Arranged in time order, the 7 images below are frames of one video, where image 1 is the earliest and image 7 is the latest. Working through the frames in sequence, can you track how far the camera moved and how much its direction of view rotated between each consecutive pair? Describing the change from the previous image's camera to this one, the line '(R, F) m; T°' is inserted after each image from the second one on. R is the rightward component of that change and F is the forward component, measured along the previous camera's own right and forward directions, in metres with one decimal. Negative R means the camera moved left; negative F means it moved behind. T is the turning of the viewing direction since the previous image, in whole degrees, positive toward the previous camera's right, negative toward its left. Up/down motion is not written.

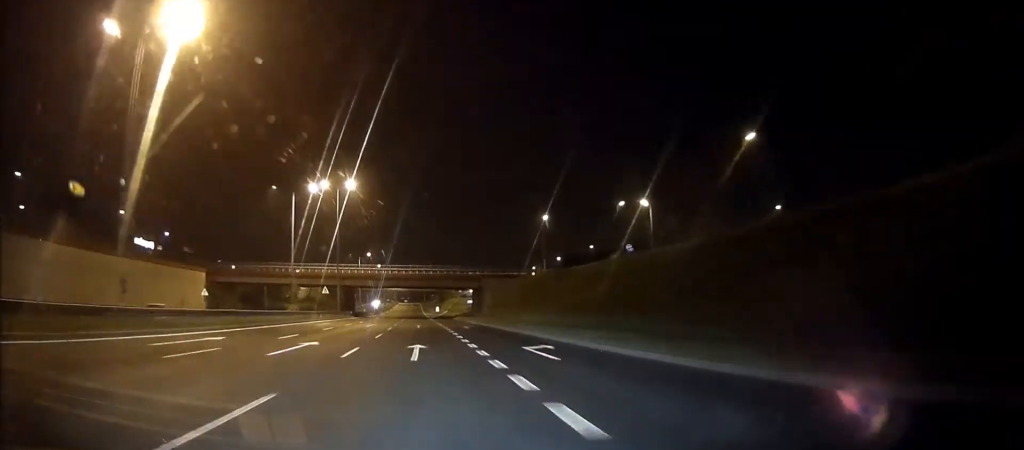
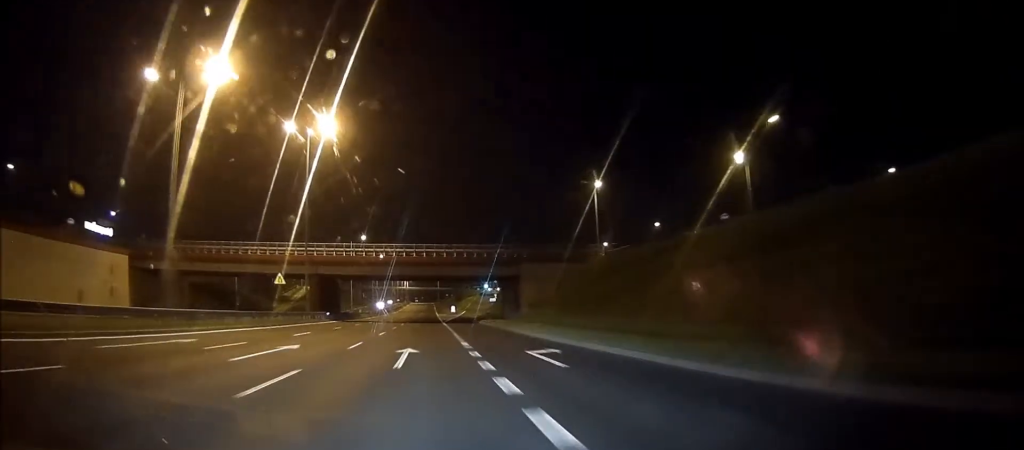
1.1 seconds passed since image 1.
(-0.8, +32.3) m; -1°
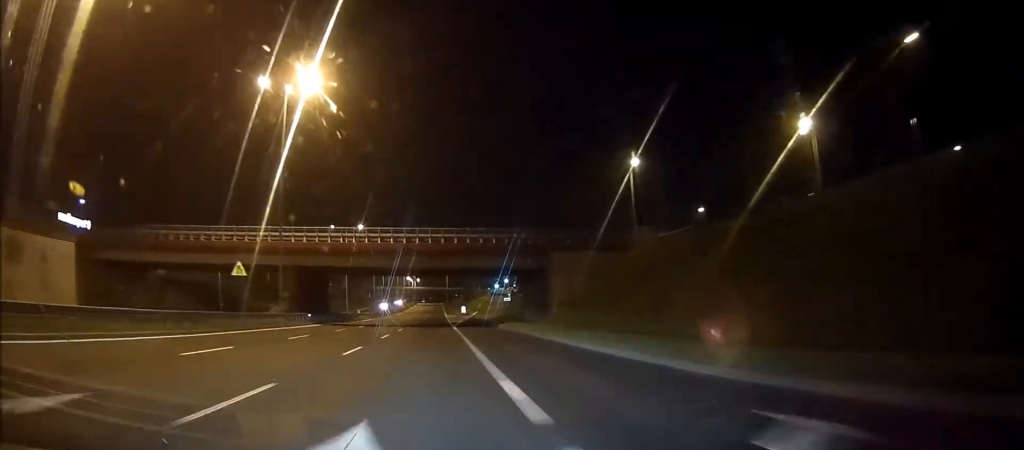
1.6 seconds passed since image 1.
(0.0, +14.3) m; 0°
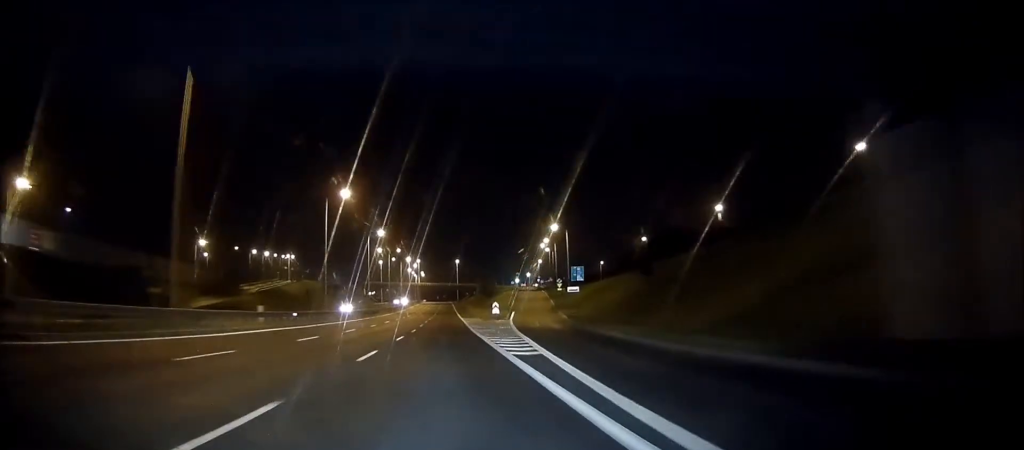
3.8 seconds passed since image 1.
(+0.4, +62.2) m; +1°
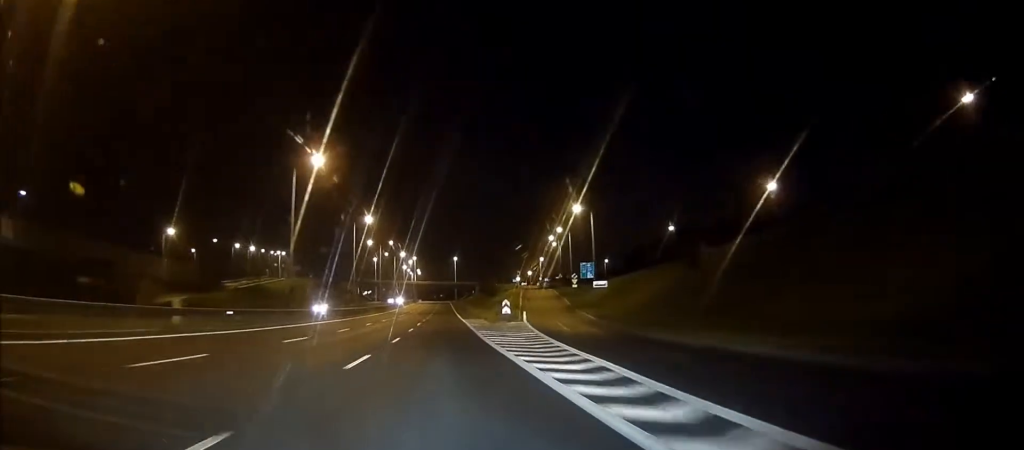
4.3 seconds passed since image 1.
(+0.1, +14.4) m; 0°
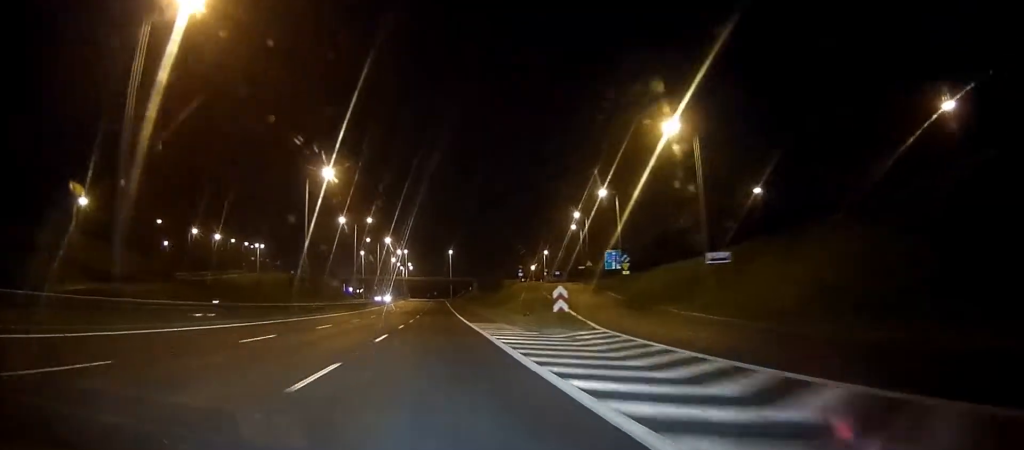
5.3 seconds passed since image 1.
(0.0, +28.8) m; 0°
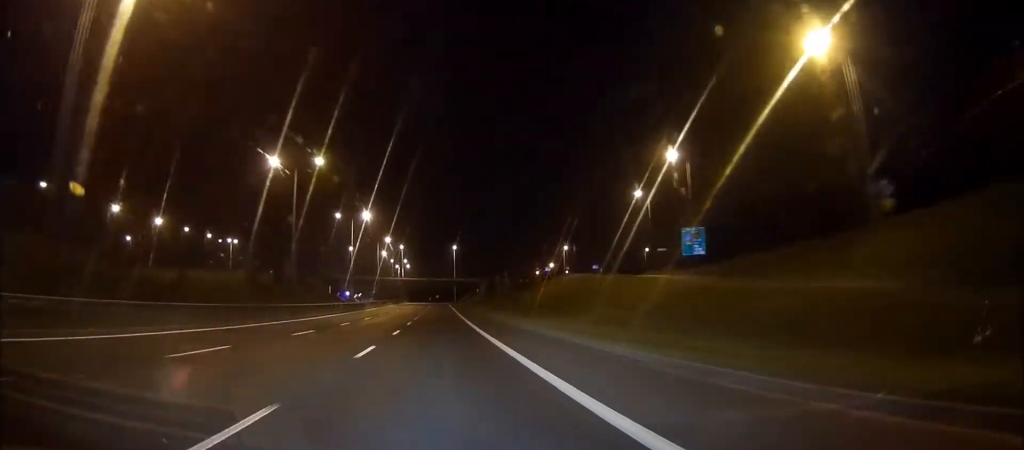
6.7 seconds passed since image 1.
(-0.1, +41.3) m; 0°
